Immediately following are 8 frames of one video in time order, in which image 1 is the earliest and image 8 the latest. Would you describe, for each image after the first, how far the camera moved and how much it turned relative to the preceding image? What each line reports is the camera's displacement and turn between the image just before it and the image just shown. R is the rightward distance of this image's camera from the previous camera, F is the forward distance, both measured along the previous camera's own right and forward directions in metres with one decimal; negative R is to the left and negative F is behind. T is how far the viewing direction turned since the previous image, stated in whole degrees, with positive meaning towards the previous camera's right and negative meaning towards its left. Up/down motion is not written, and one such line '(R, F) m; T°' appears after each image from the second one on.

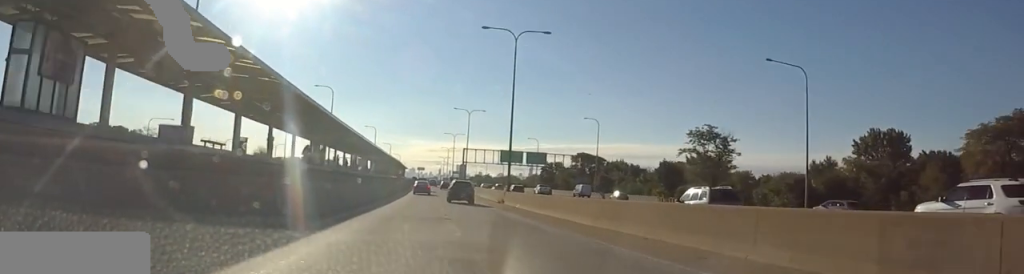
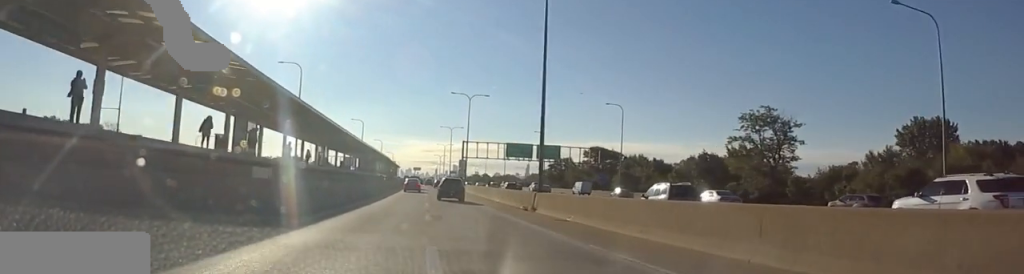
(+0.2, +19.3) m; 0°
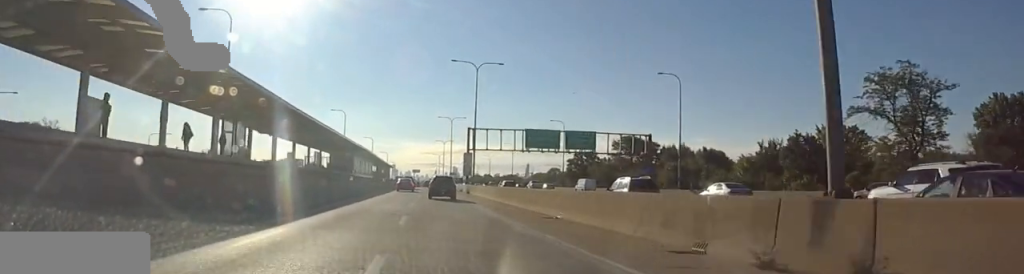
(-0.6, +26.1) m; -1°
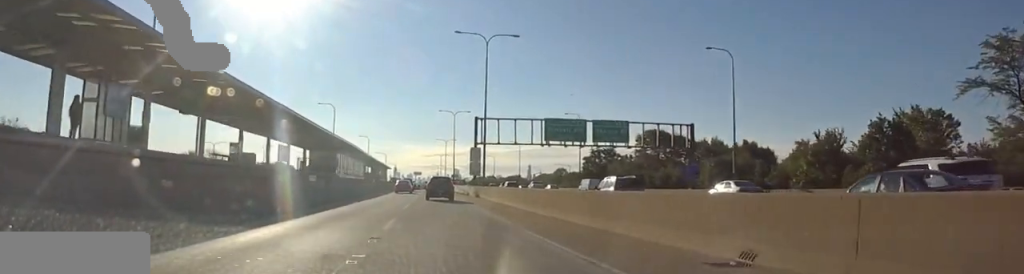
(-0.1, +14.4) m; +1°
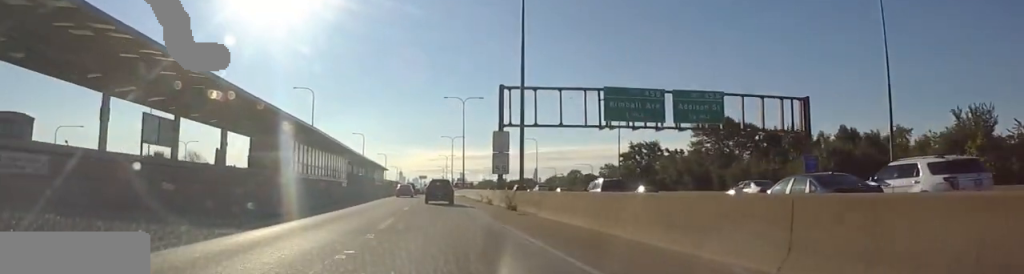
(+0.5, +23.5) m; 0°
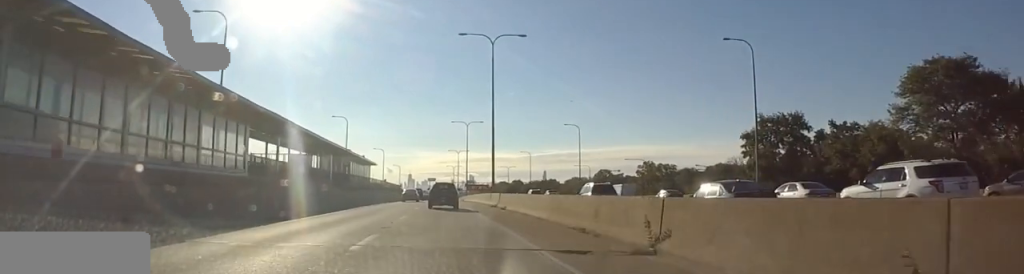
(-1.2, +42.2) m; -2°
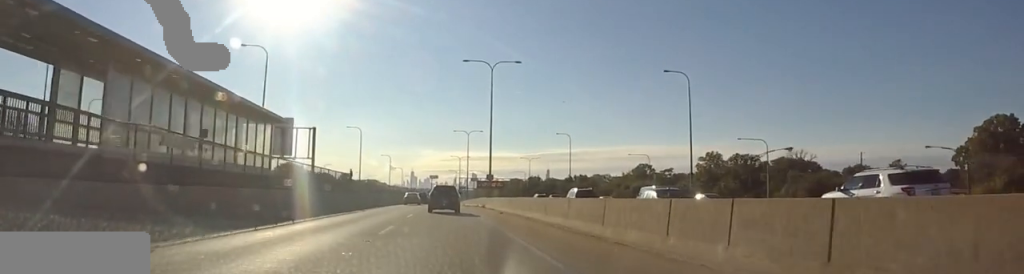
(+2.7, +56.9) m; +4°
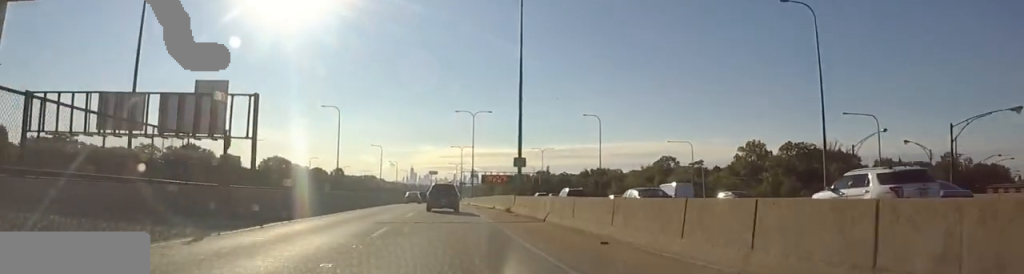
(-0.5, +24.9) m; -1°
